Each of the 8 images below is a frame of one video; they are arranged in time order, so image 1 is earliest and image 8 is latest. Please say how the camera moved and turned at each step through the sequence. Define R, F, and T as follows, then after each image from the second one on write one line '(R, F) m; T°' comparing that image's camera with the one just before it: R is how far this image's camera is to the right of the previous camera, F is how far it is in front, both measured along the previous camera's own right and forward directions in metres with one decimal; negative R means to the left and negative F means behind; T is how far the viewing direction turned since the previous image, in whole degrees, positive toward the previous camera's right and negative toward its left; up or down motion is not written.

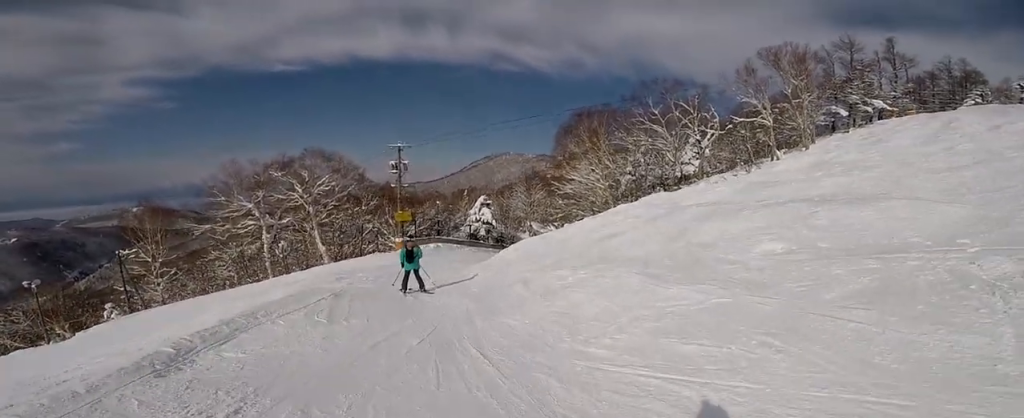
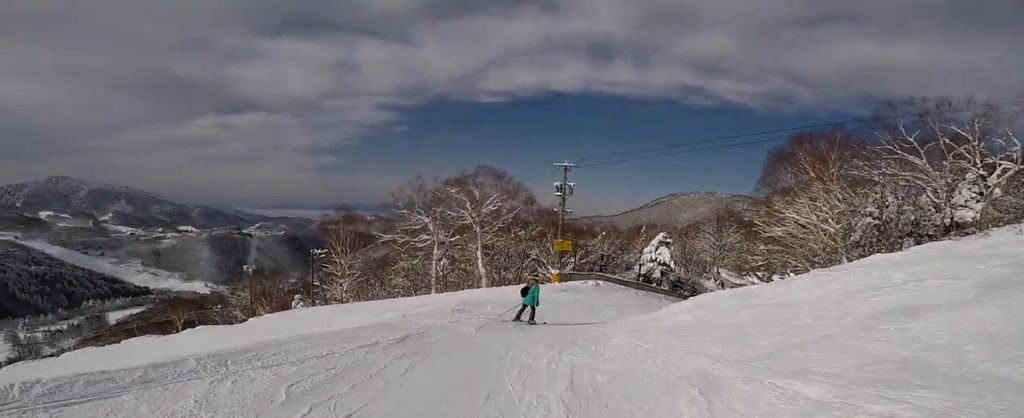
(-1.1, +4.3) m; -6°
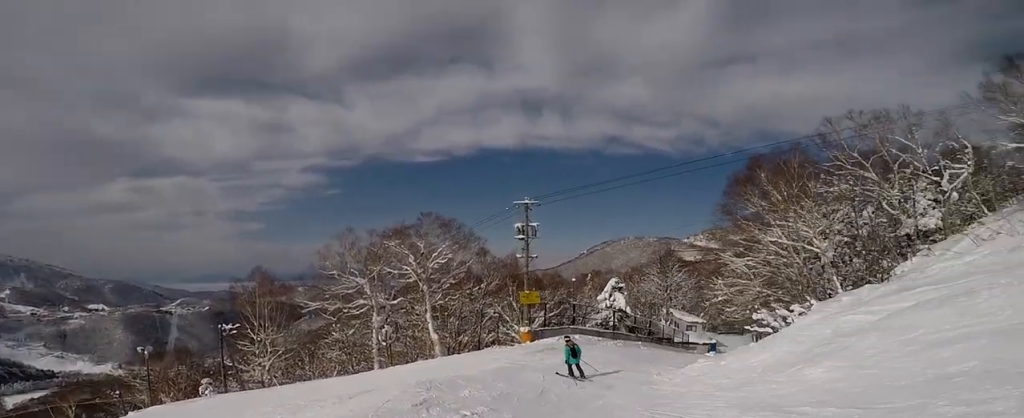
(+0.9, +5.1) m; +15°
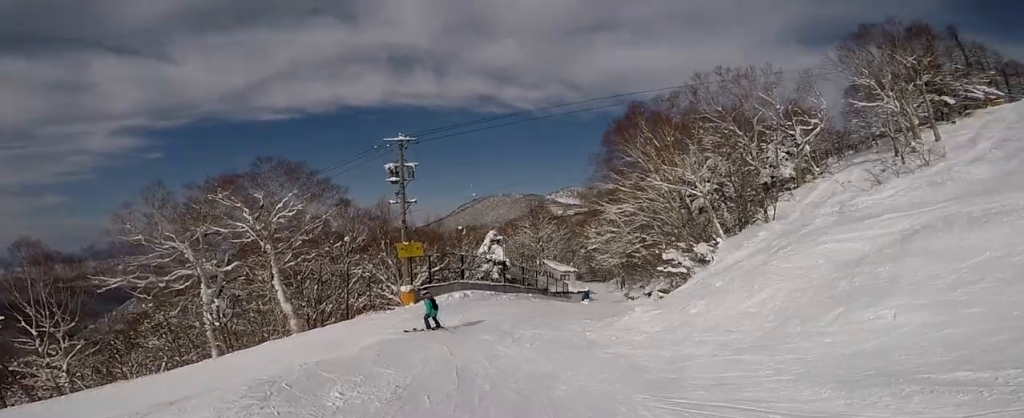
(+0.4, +3.7) m; -2°
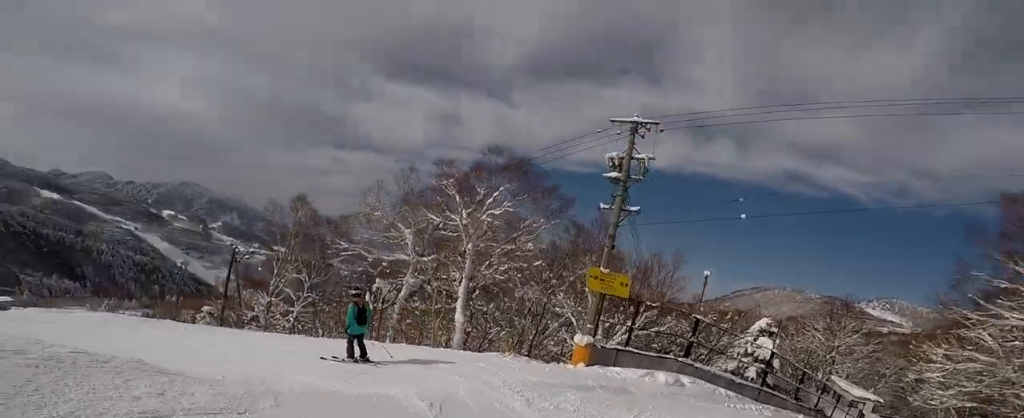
(-2.0, +6.6) m; -31°
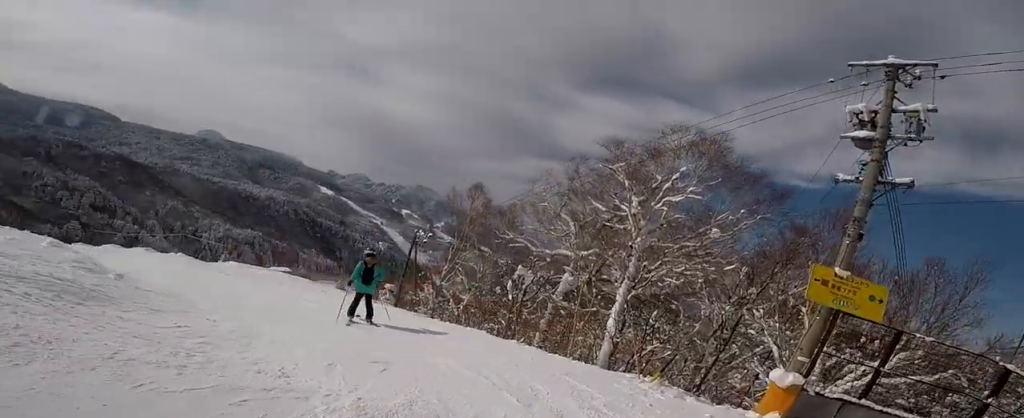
(-0.3, +2.9) m; -27°
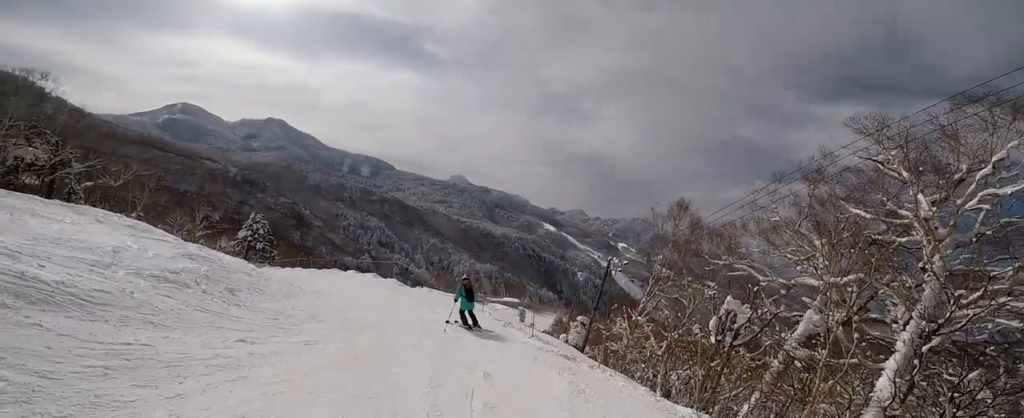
(-0.3, +2.4) m; -36°
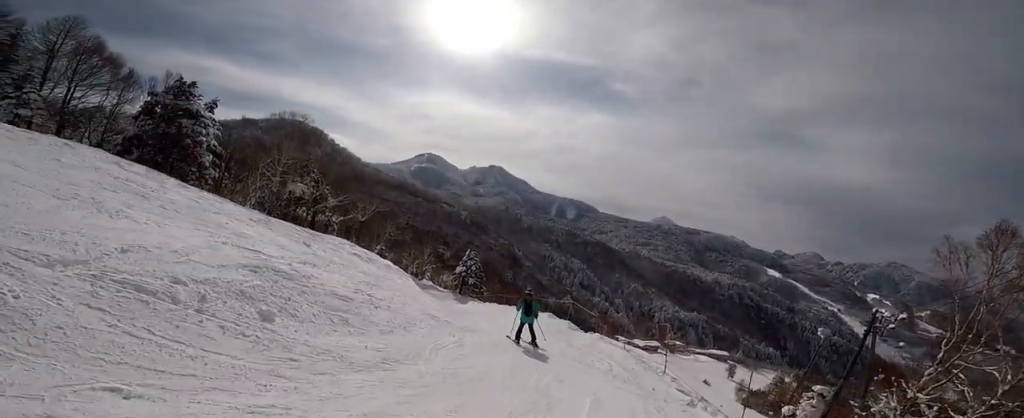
(-2.6, +4.0) m; -33°
